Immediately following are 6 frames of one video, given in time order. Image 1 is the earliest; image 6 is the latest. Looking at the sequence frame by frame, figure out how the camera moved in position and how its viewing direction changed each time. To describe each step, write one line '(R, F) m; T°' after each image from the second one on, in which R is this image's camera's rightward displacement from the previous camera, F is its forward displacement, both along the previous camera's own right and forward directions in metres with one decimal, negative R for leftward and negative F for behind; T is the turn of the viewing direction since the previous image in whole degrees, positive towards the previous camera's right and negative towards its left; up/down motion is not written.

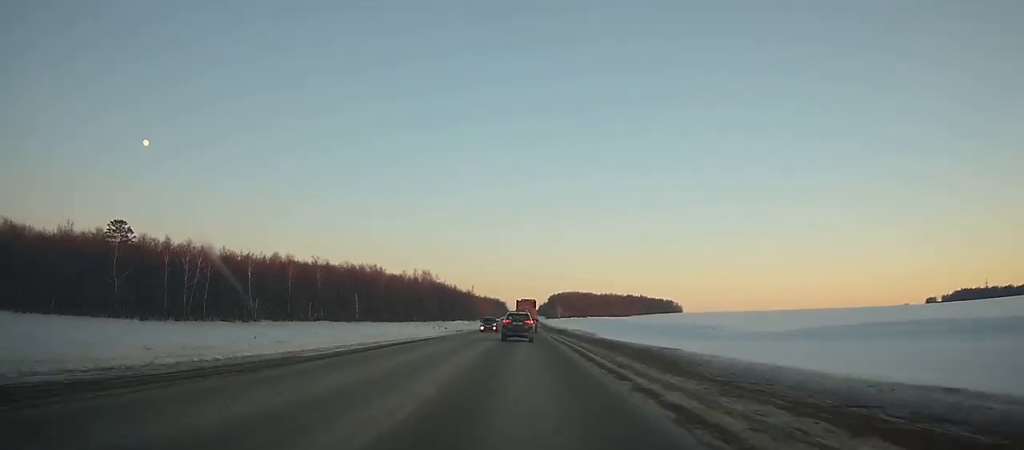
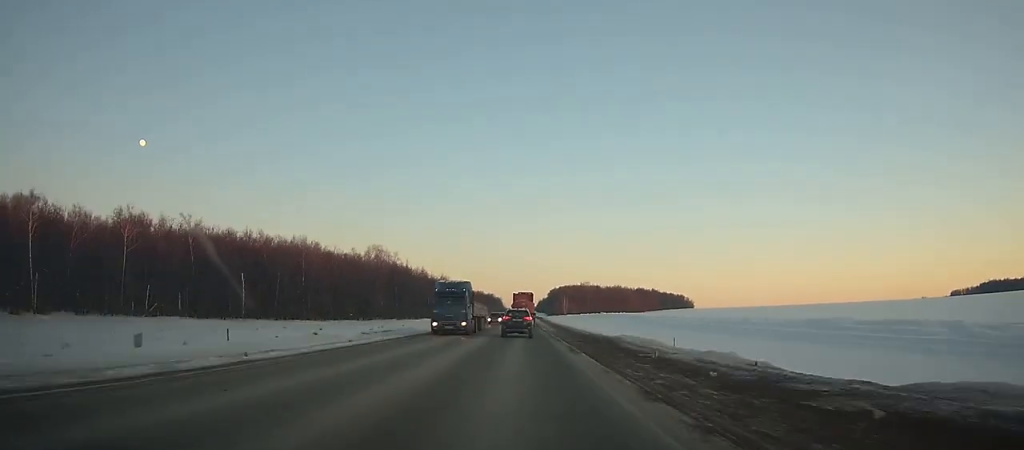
(+0.2, +80.2) m; 0°
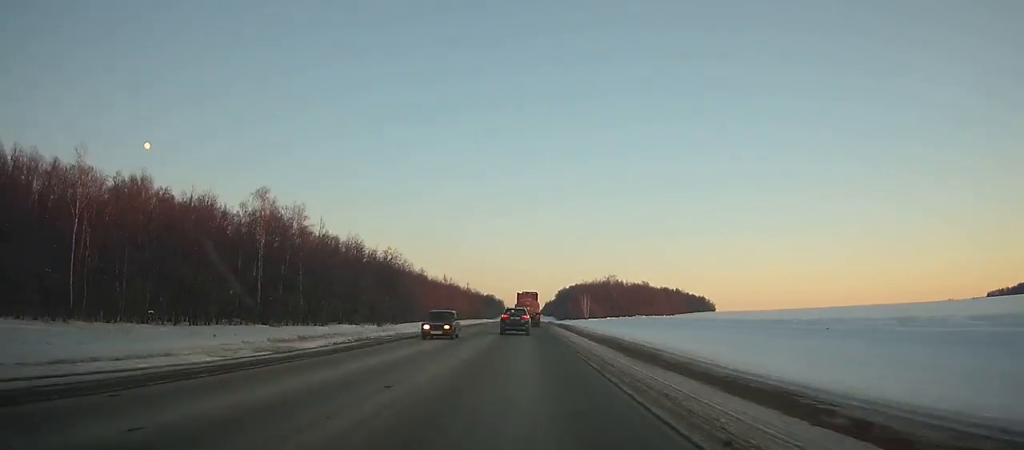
(0.0, +84.9) m; 0°
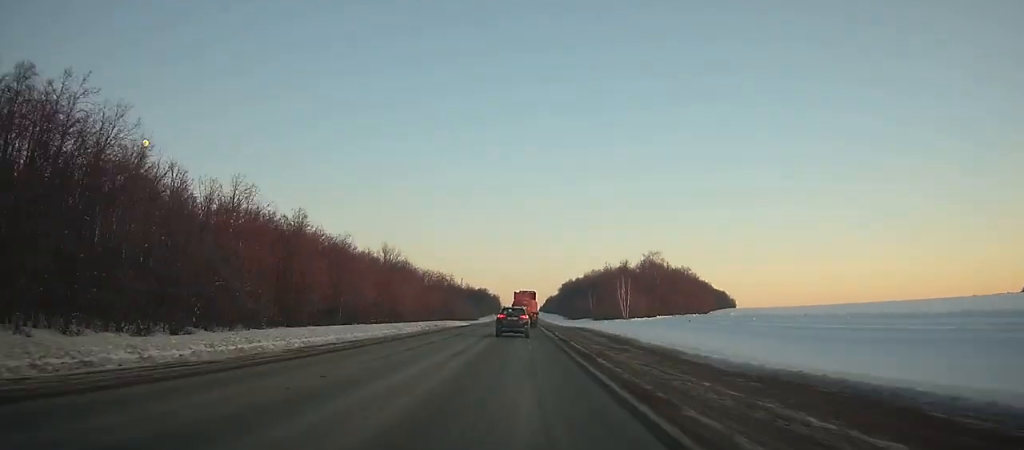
(0.0, +83.7) m; 0°
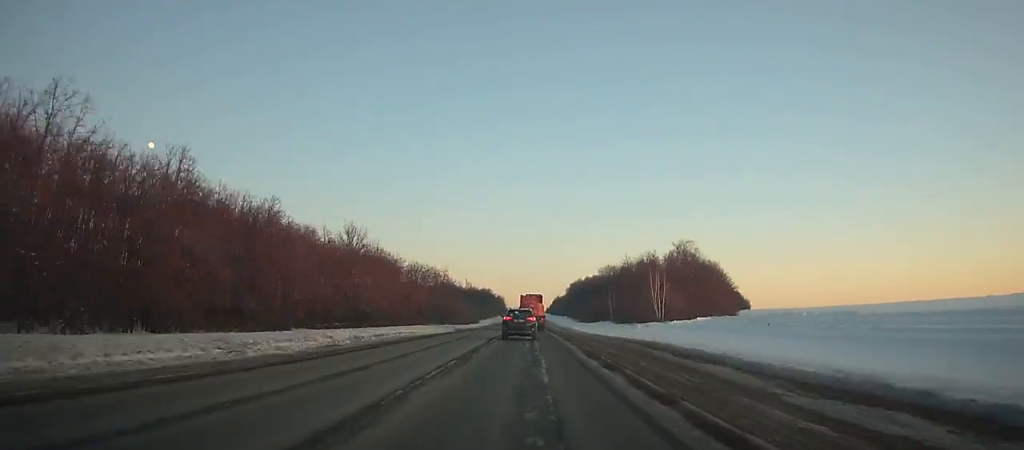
(+0.1, +27.8) m; 0°
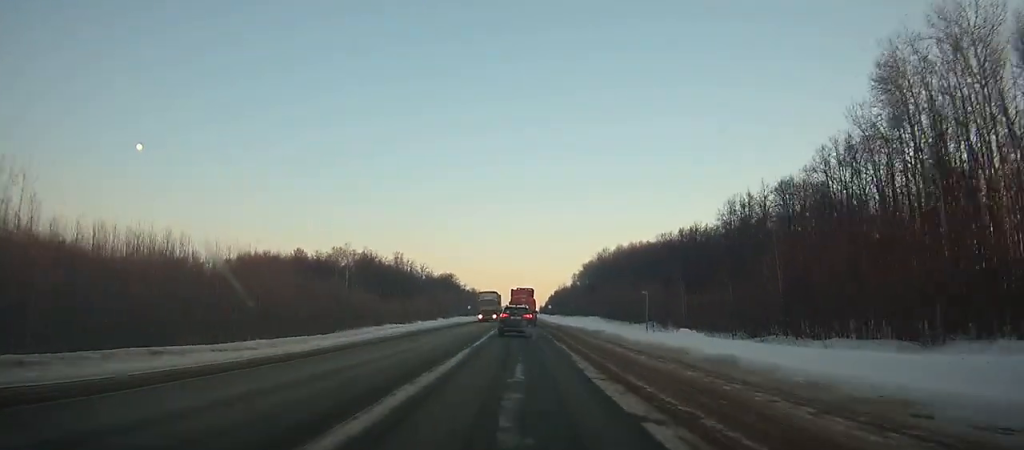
(+0.5, +196.0) m; 0°
